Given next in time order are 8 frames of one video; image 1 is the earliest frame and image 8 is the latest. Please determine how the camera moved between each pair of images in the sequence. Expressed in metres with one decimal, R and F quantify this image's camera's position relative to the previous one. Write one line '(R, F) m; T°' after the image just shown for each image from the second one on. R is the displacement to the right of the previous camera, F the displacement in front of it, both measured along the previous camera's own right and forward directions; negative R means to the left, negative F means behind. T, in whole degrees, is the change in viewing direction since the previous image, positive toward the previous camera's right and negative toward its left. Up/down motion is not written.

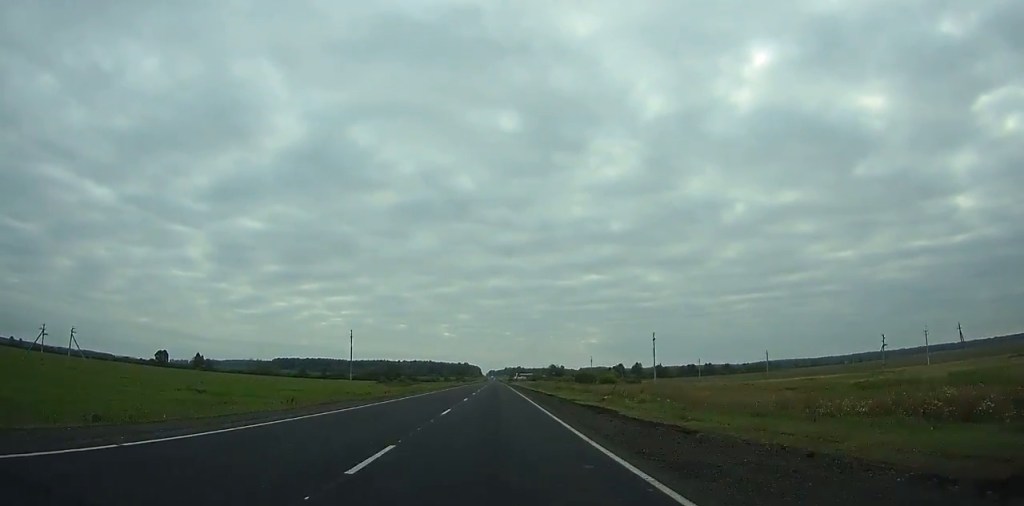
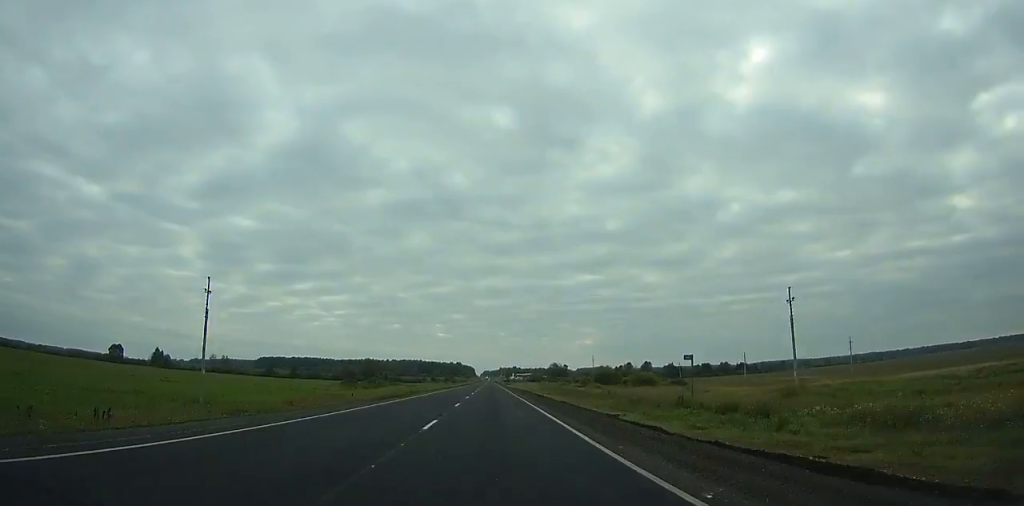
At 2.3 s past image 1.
(0.0, +52.1) m; 0°
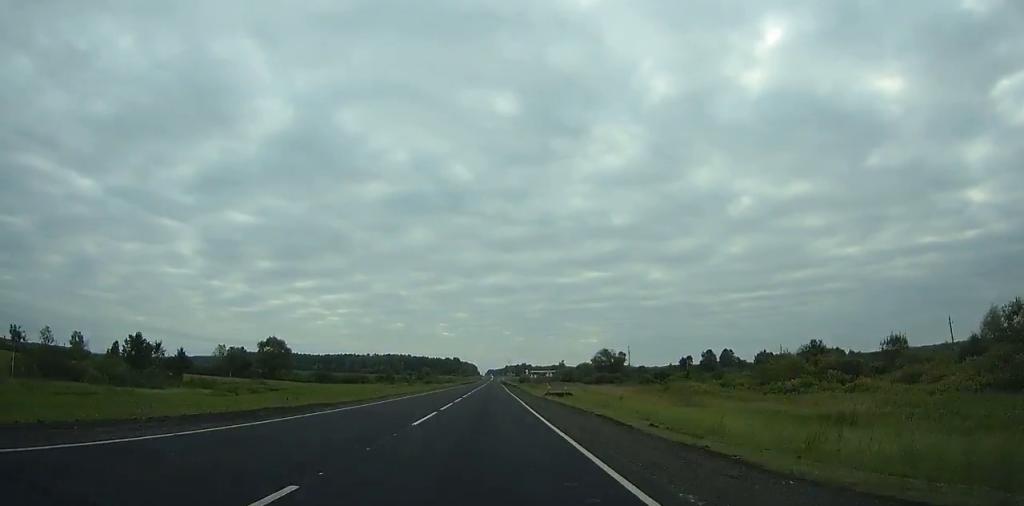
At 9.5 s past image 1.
(+0.6, +165.1) m; 0°
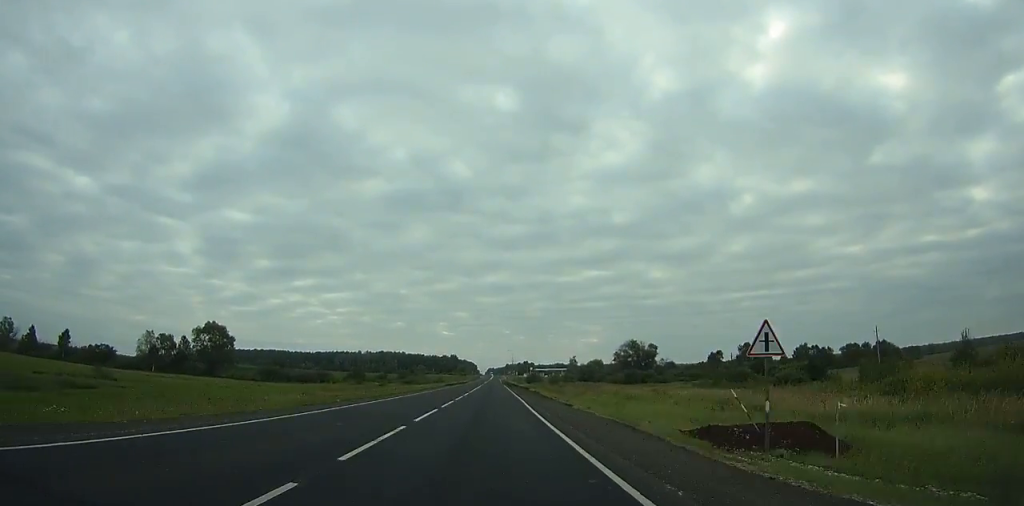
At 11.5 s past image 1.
(-0.1, +46.5) m; 0°
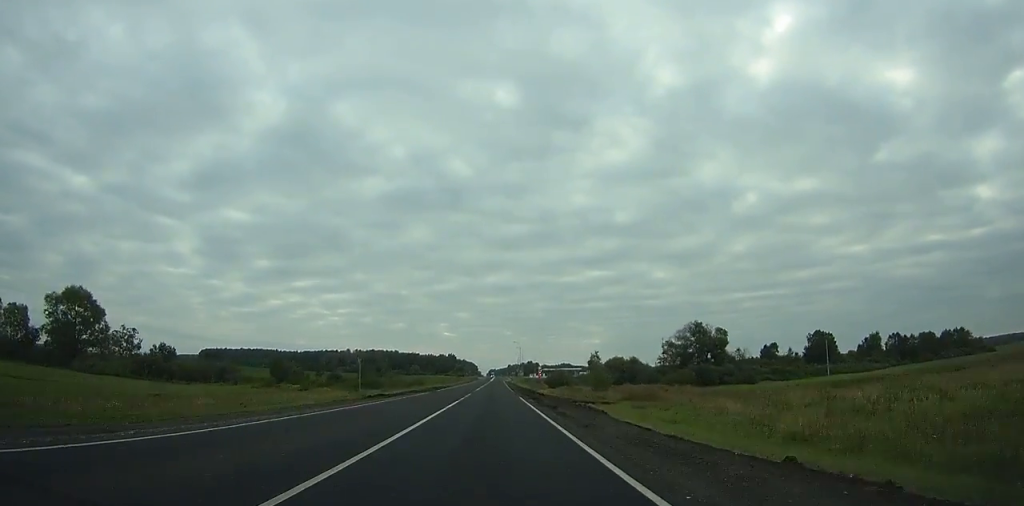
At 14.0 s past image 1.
(0.0, +58.4) m; 0°
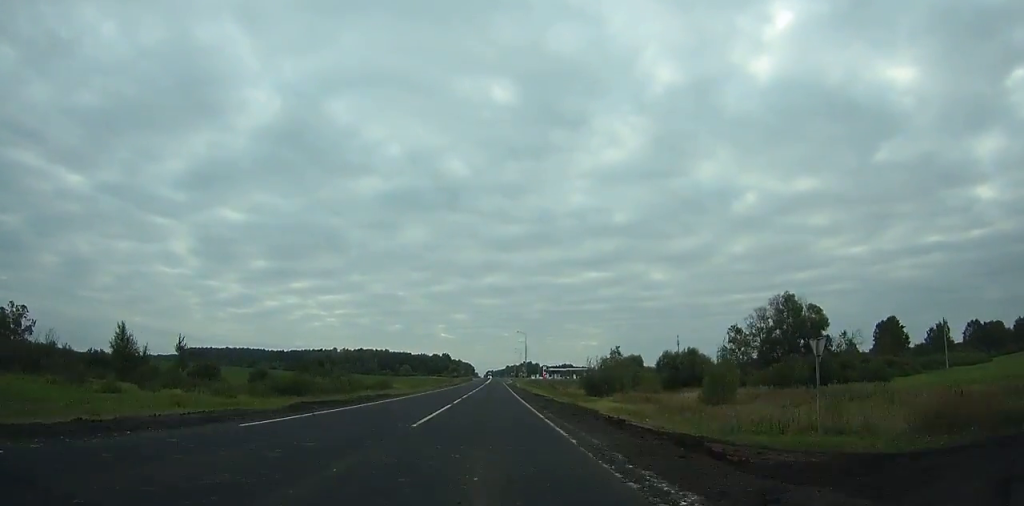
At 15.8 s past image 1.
(0.0, +42.3) m; 0°
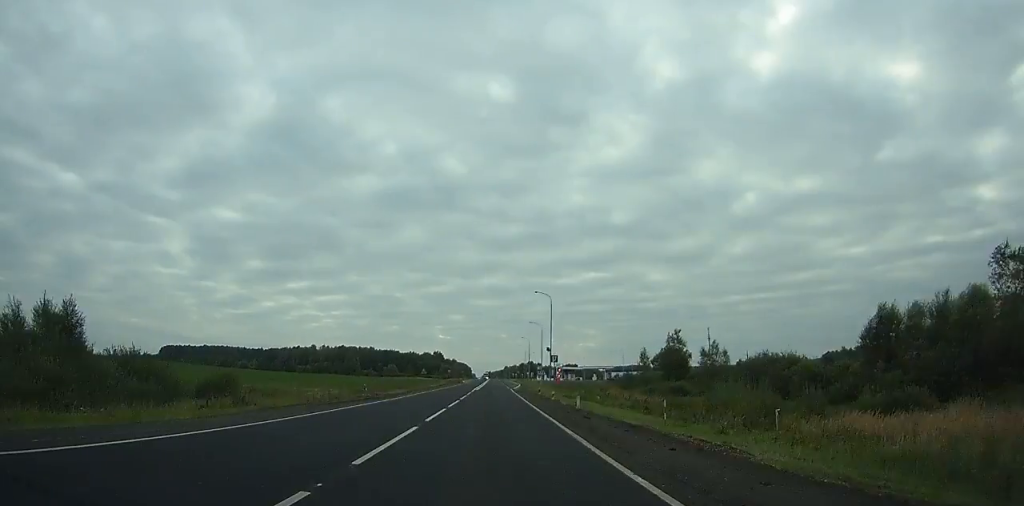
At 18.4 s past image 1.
(0.0, +61.3) m; 0°
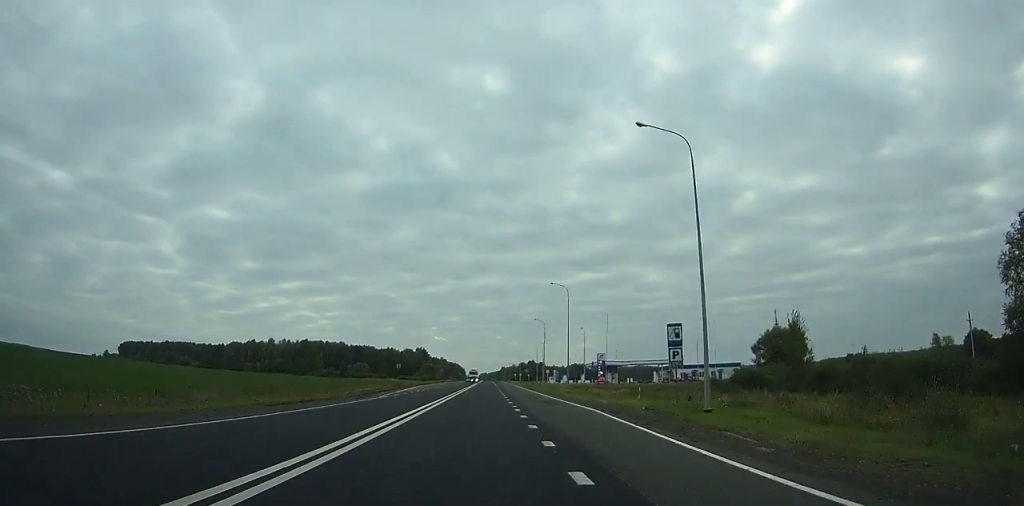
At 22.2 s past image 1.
(+0.1, +90.2) m; 0°
